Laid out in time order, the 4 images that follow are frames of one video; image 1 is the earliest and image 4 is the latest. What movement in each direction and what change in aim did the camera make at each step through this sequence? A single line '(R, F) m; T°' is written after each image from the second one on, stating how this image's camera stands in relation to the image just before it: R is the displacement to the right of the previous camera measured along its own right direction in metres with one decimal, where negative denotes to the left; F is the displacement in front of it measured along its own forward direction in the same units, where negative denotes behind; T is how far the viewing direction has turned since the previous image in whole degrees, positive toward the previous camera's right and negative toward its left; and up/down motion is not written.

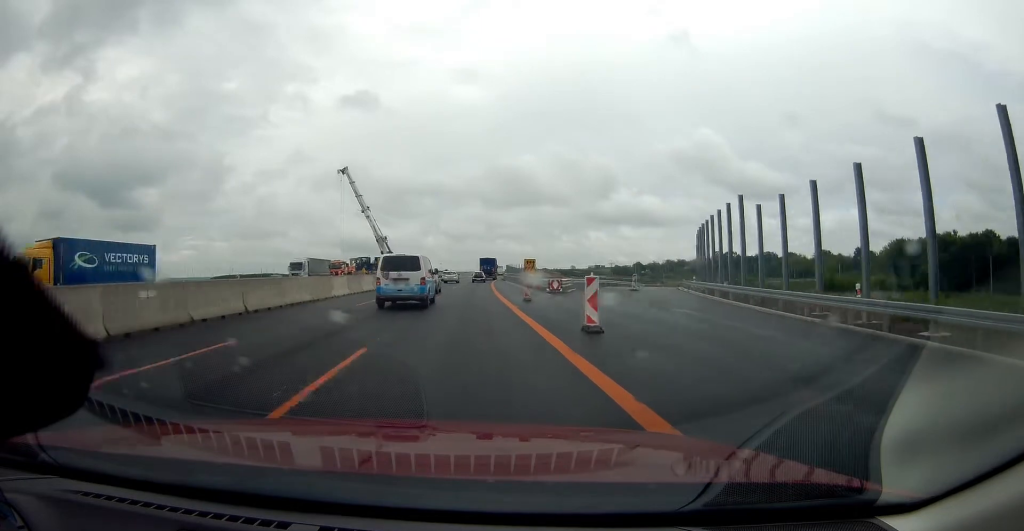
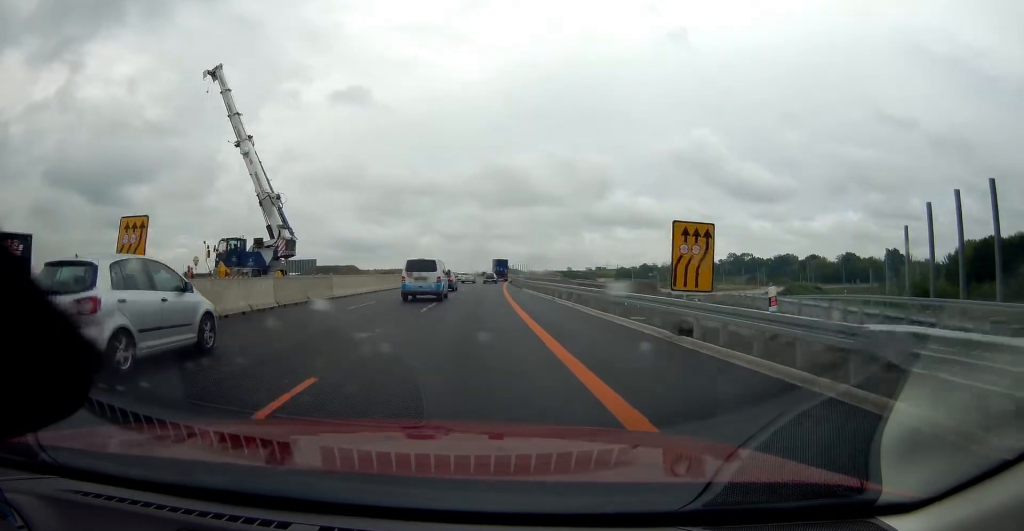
(-0.5, +38.2) m; 0°
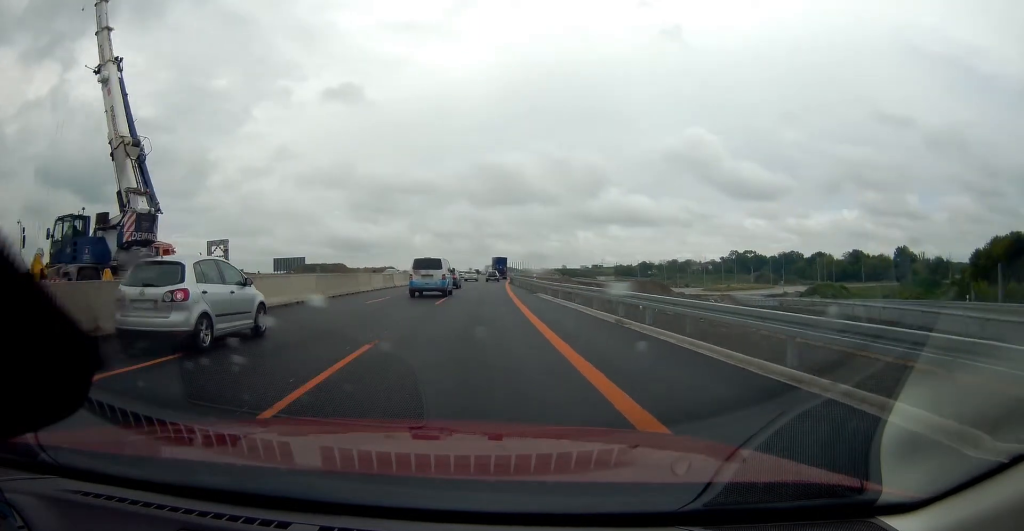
(+0.1, +14.6) m; +1°
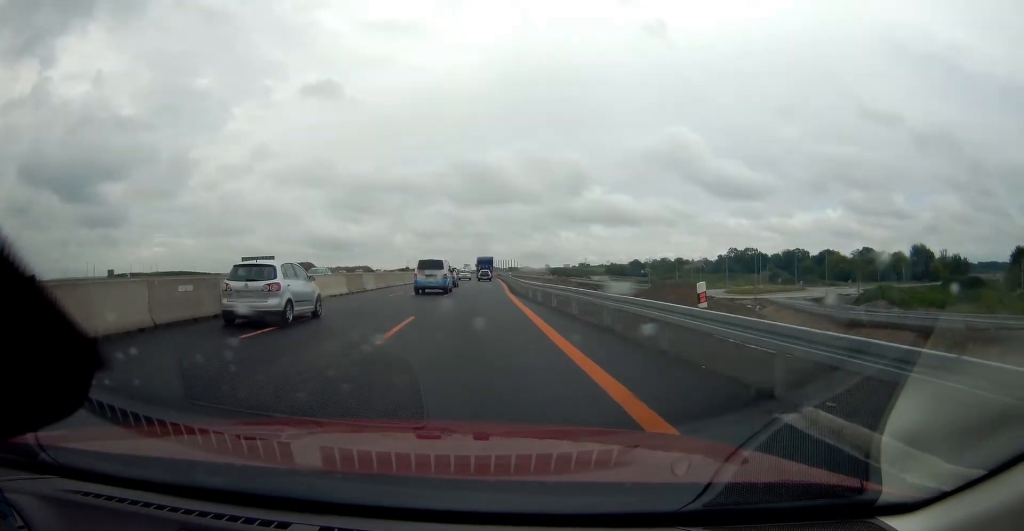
(+0.5, +29.3) m; +2°
